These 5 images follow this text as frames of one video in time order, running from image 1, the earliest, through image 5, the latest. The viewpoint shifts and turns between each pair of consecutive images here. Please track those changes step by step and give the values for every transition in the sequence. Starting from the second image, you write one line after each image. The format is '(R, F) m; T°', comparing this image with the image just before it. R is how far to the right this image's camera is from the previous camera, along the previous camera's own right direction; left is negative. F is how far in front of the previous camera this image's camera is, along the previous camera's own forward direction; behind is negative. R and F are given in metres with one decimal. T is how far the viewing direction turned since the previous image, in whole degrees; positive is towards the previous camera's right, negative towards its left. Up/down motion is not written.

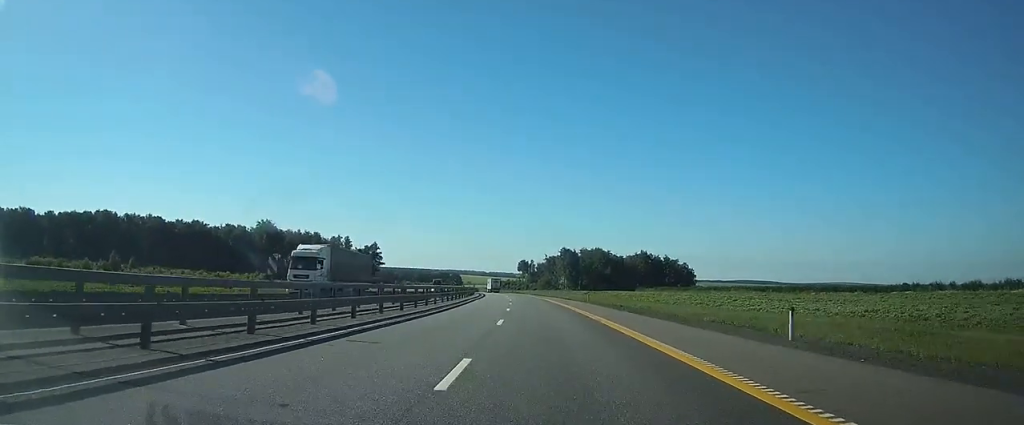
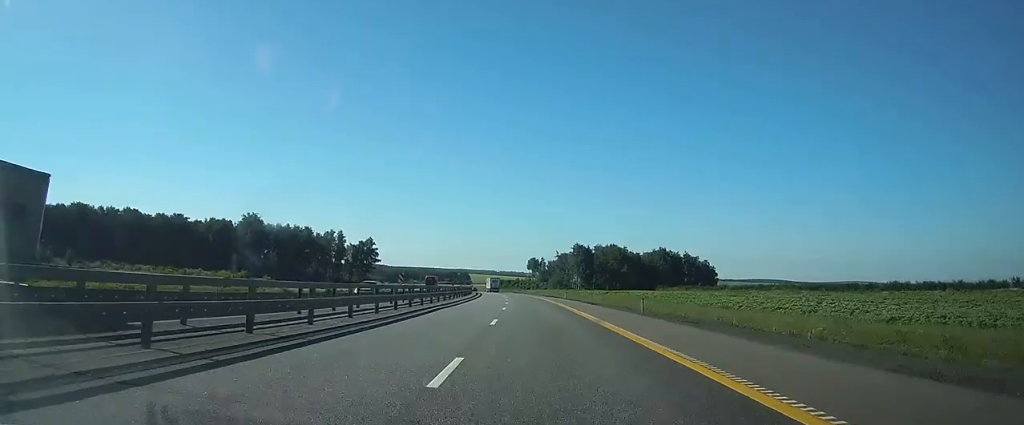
(-0.2, +24.3) m; -1°
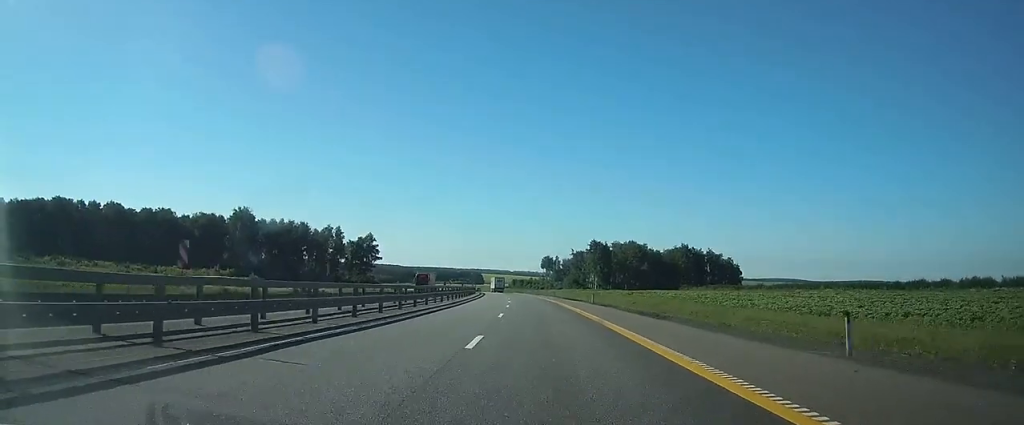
(-0.2, +19.8) m; -1°
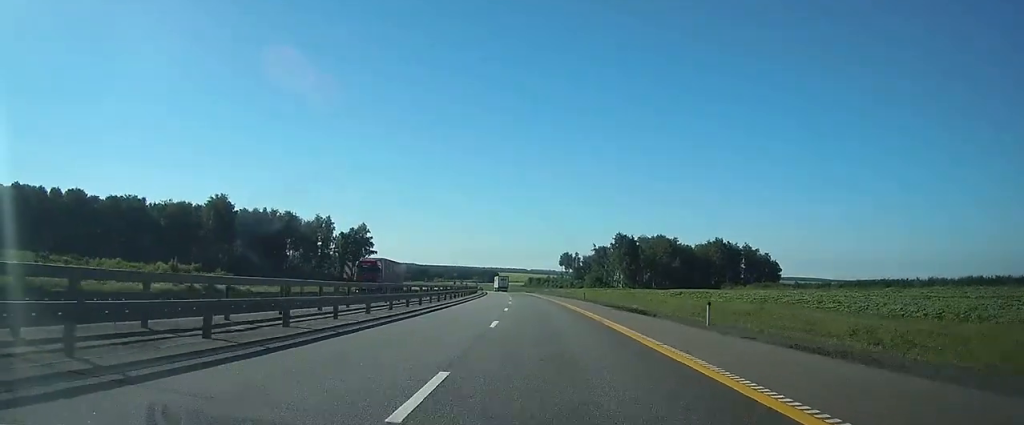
(-0.6, +30.7) m; -2°
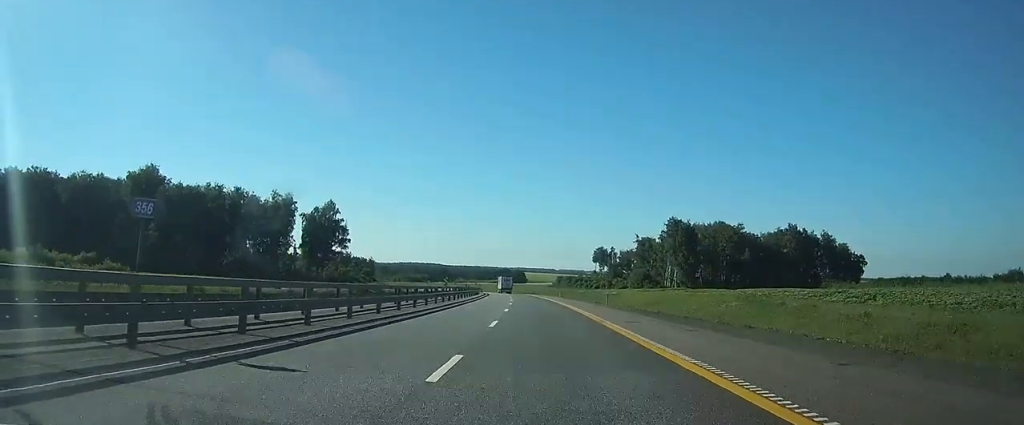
(-0.9, +54.8) m; -2°
